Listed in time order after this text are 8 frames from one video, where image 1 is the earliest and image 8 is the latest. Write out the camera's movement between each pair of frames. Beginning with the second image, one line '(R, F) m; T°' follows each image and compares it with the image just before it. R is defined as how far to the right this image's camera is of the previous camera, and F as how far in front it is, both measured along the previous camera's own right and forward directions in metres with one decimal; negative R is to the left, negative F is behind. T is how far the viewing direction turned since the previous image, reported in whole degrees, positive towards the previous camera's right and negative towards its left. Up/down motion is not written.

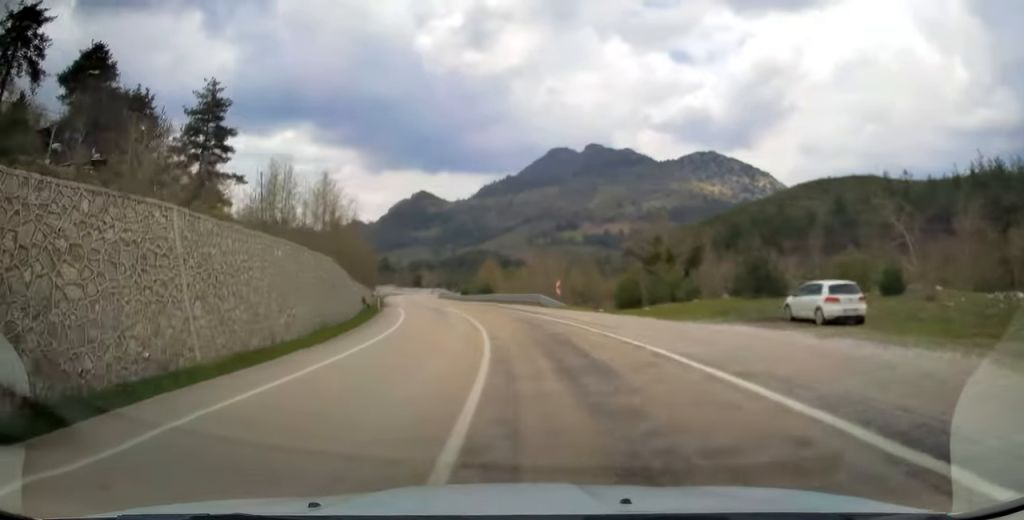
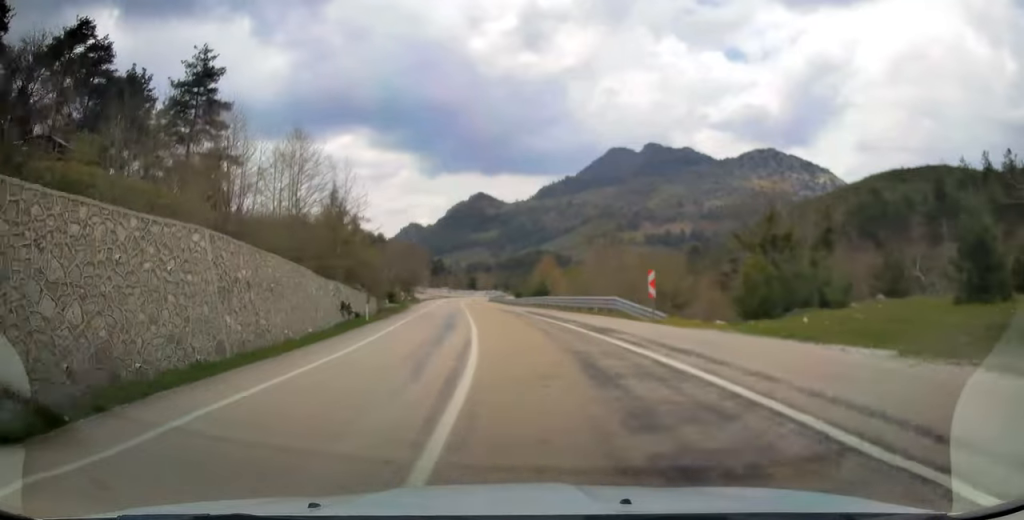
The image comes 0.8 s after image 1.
(-0.7, +17.4) m; -5°
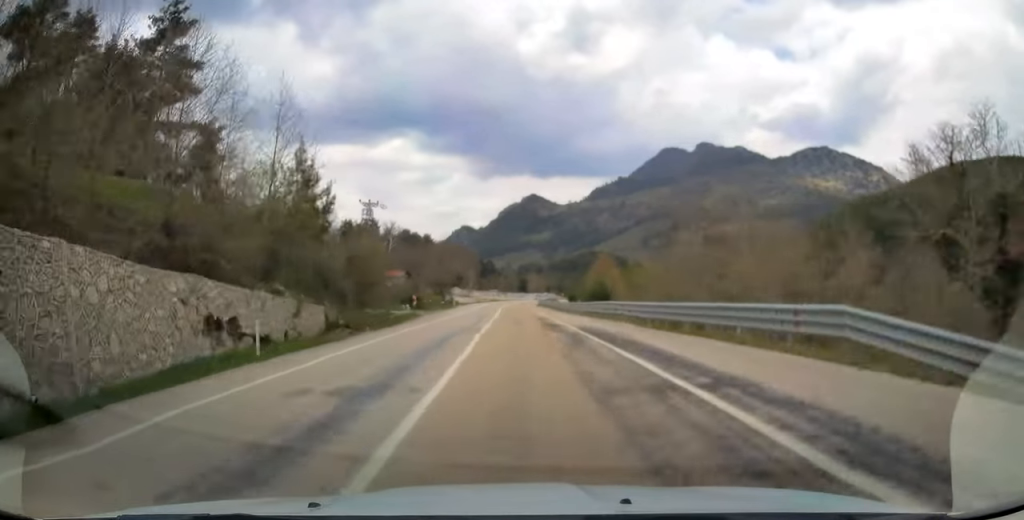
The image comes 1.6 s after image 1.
(-0.8, +17.4) m; -5°
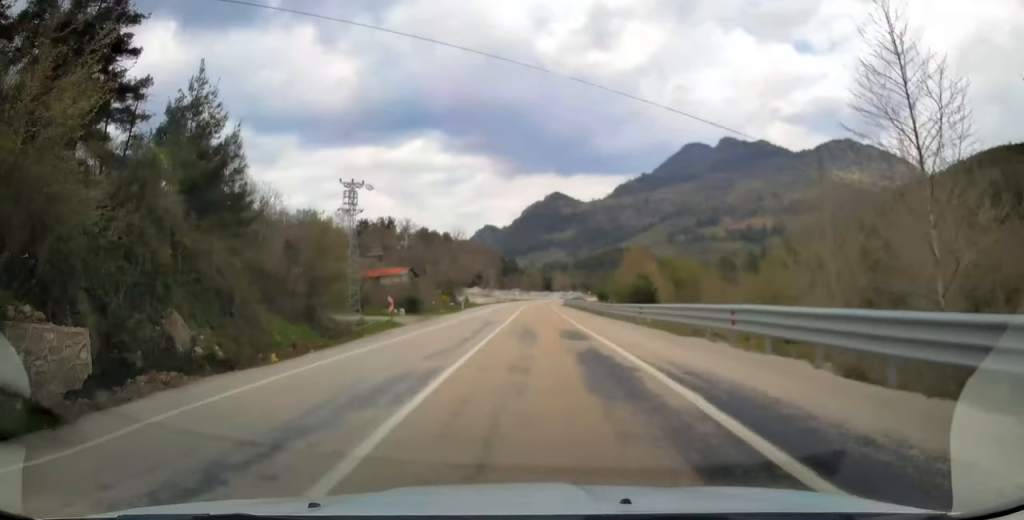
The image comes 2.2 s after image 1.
(-0.6, +14.2) m; -2°
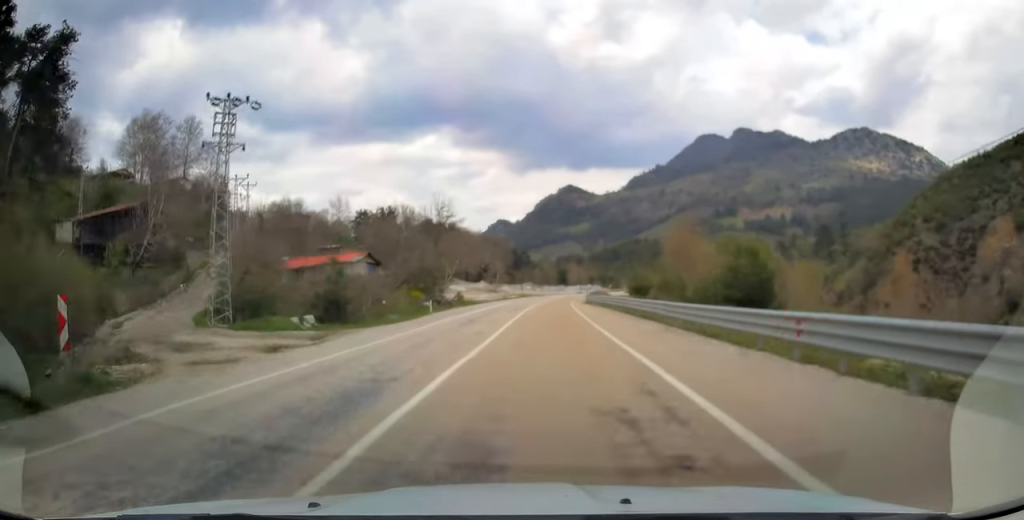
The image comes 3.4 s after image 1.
(-0.8, +26.2) m; -2°
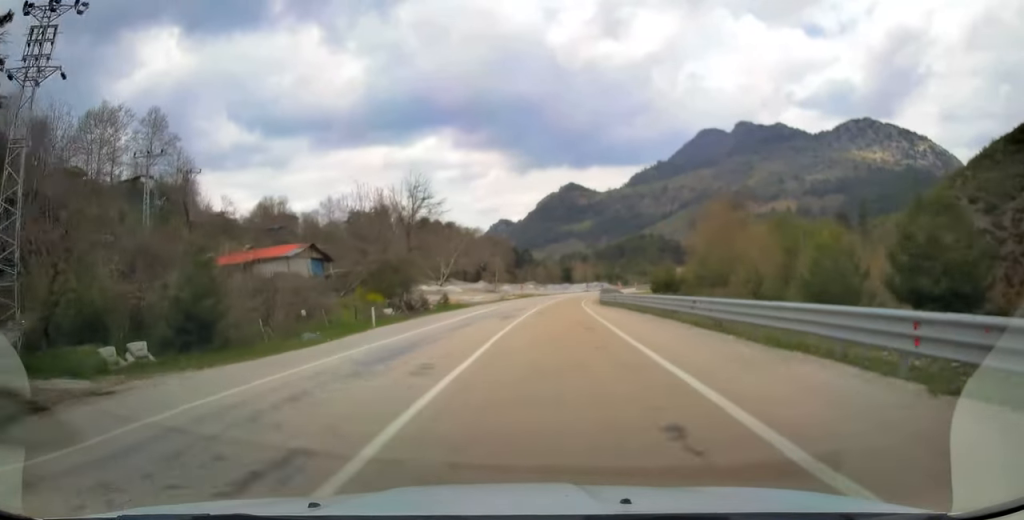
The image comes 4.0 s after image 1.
(0.0, +15.6) m; 0°
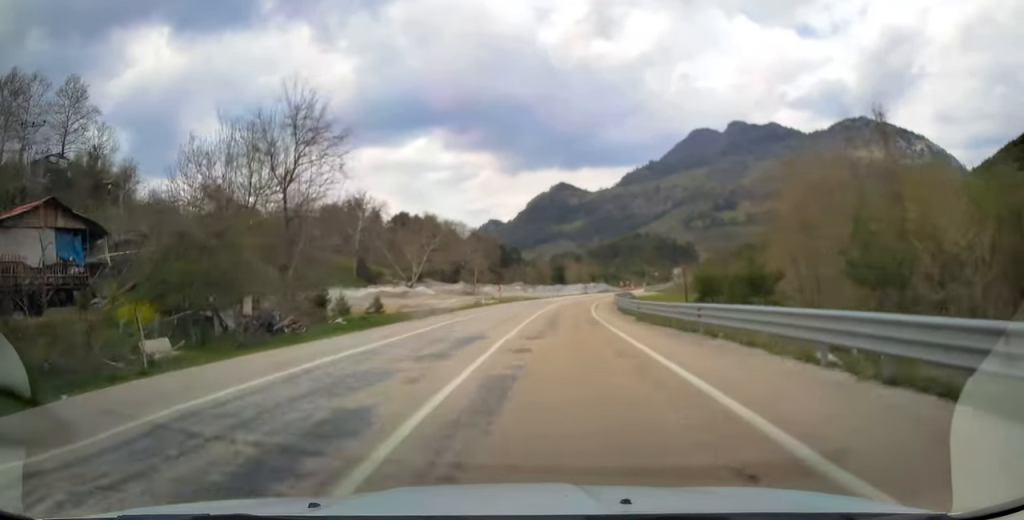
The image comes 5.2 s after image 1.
(+0.3, +26.5) m; +1°
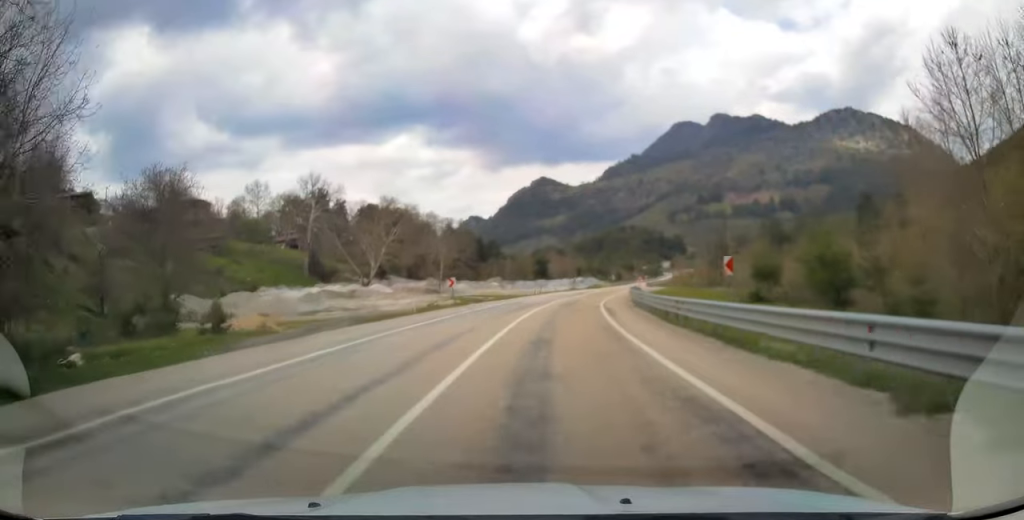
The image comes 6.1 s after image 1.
(+0.3, +22.5) m; +3°
